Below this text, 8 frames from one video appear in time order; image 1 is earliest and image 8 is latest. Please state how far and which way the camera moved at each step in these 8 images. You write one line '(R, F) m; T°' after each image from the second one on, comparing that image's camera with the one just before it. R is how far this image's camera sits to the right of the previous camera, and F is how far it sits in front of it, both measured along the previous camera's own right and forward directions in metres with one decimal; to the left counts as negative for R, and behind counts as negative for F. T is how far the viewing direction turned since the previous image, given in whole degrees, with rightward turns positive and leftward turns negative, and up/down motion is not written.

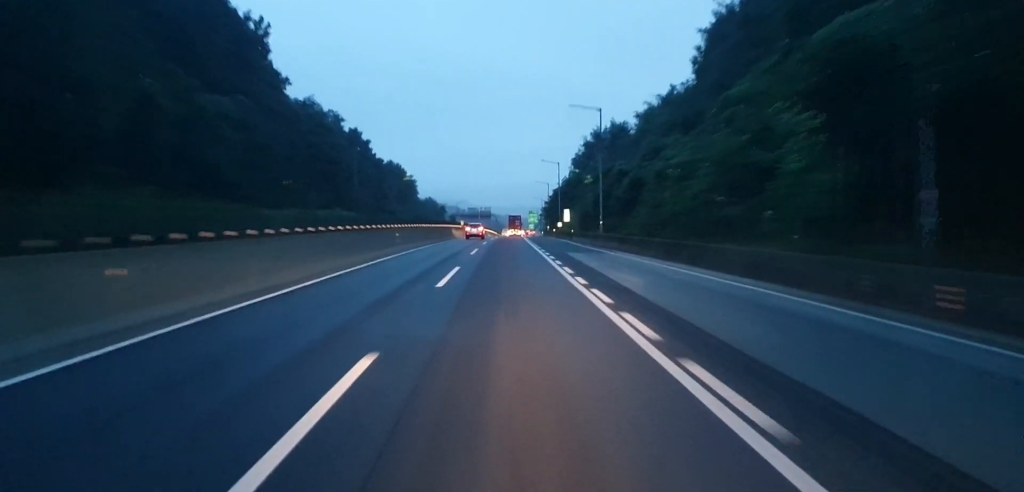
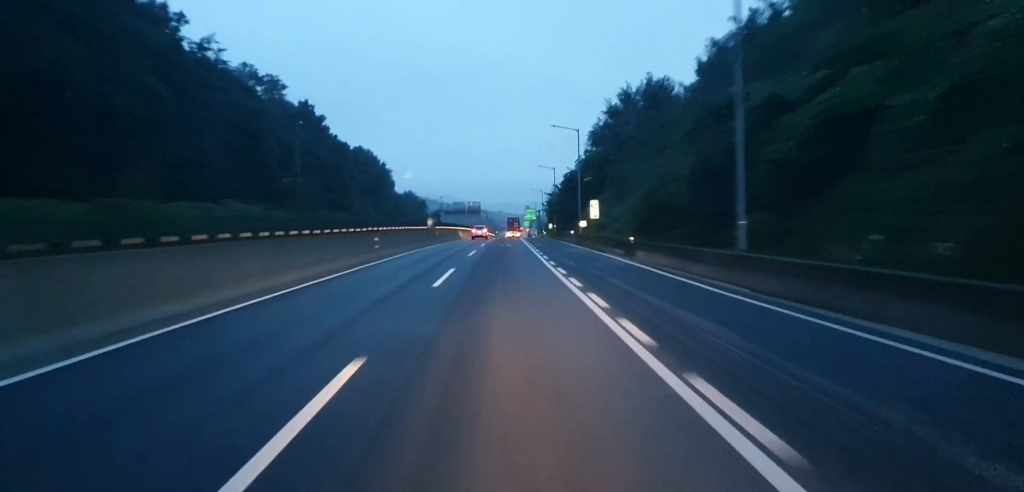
(+0.3, +36.9) m; +1°
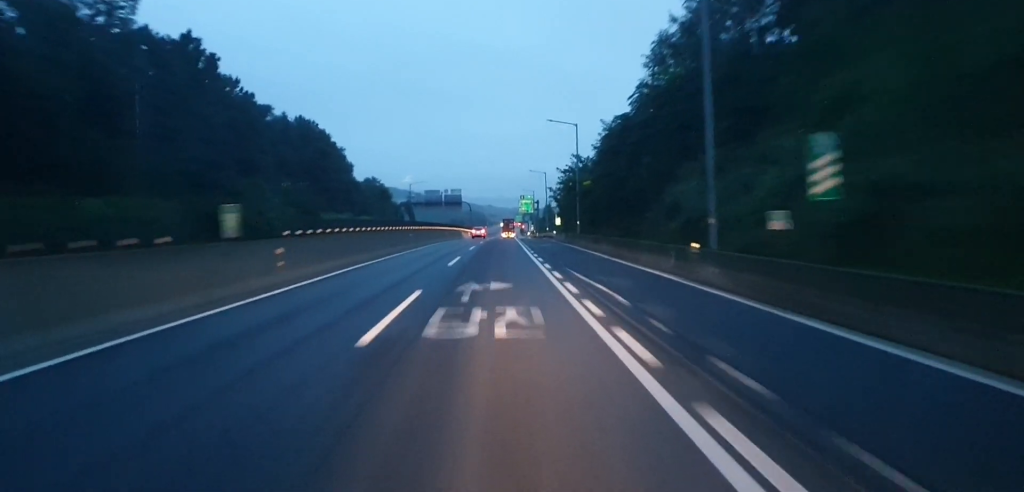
(0.0, +46.8) m; 0°
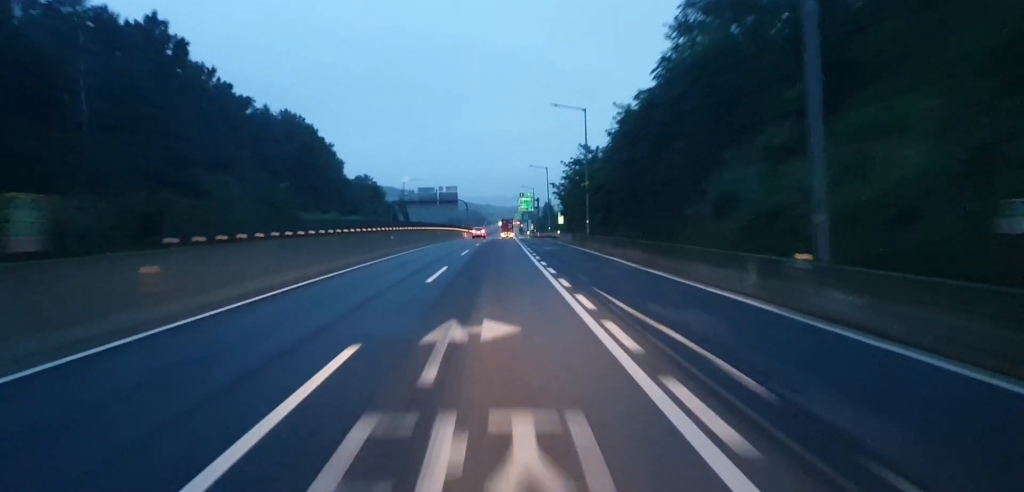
(0.0, +8.4) m; 0°
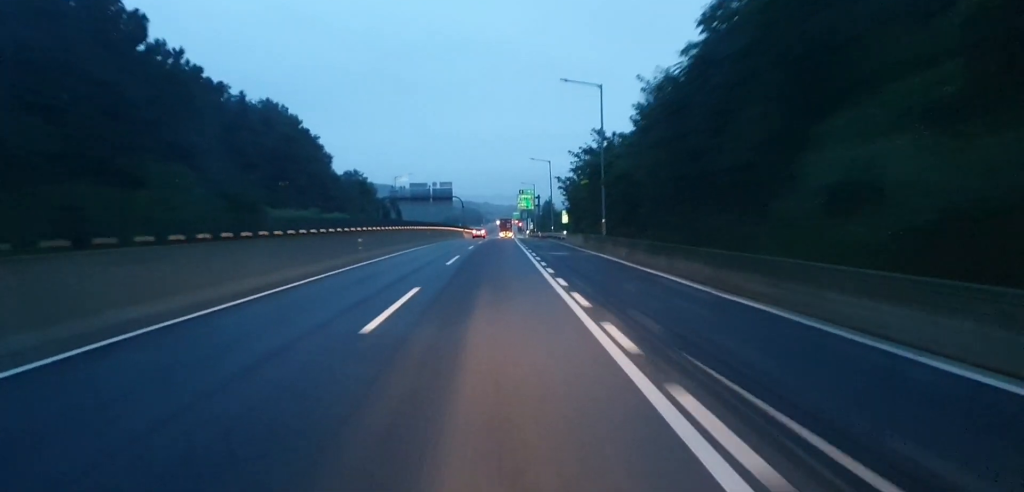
(-0.1, +9.9) m; 0°
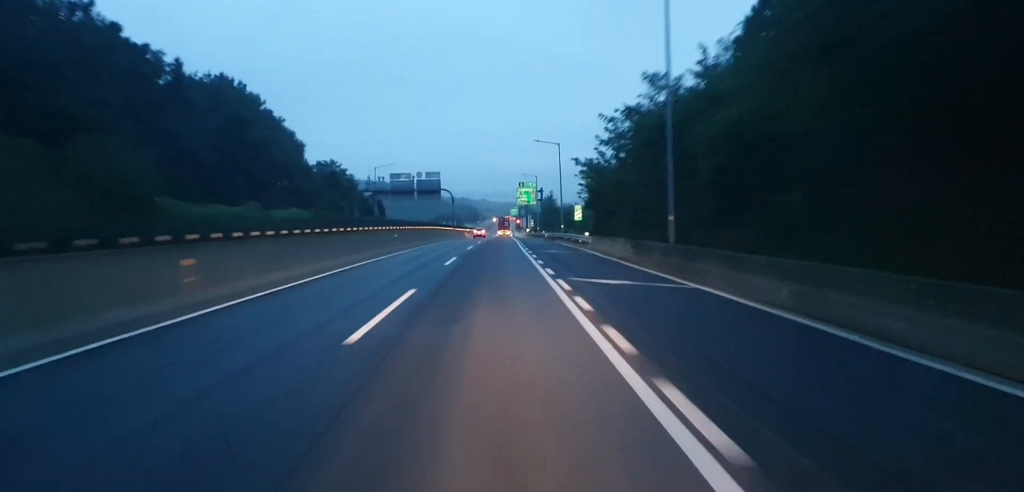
(+0.1, +19.8) m; +1°
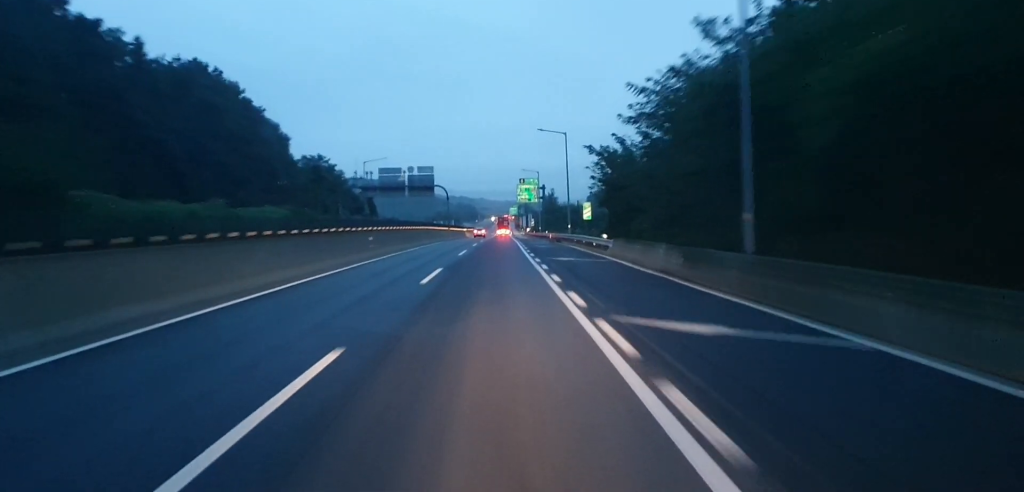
(+0.1, +9.1) m; 0°
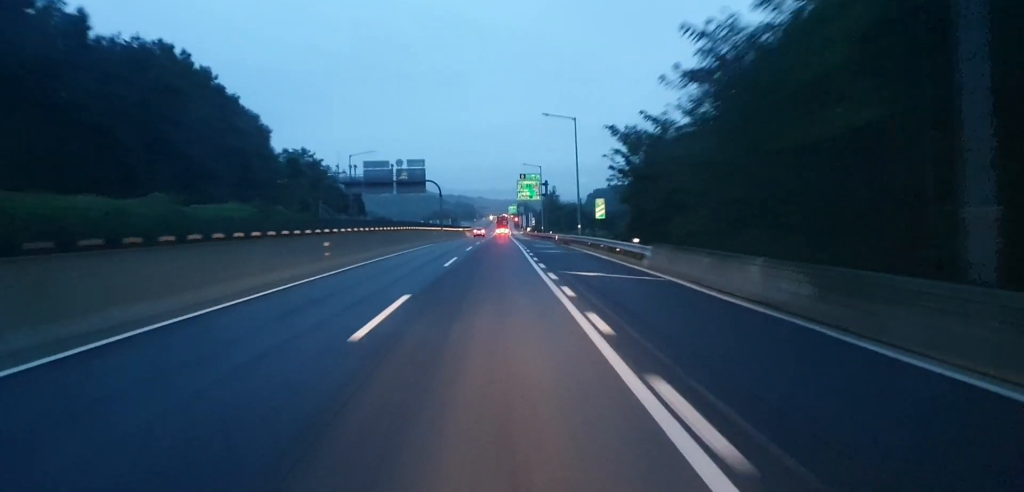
(-0.1, +9.9) m; 0°
